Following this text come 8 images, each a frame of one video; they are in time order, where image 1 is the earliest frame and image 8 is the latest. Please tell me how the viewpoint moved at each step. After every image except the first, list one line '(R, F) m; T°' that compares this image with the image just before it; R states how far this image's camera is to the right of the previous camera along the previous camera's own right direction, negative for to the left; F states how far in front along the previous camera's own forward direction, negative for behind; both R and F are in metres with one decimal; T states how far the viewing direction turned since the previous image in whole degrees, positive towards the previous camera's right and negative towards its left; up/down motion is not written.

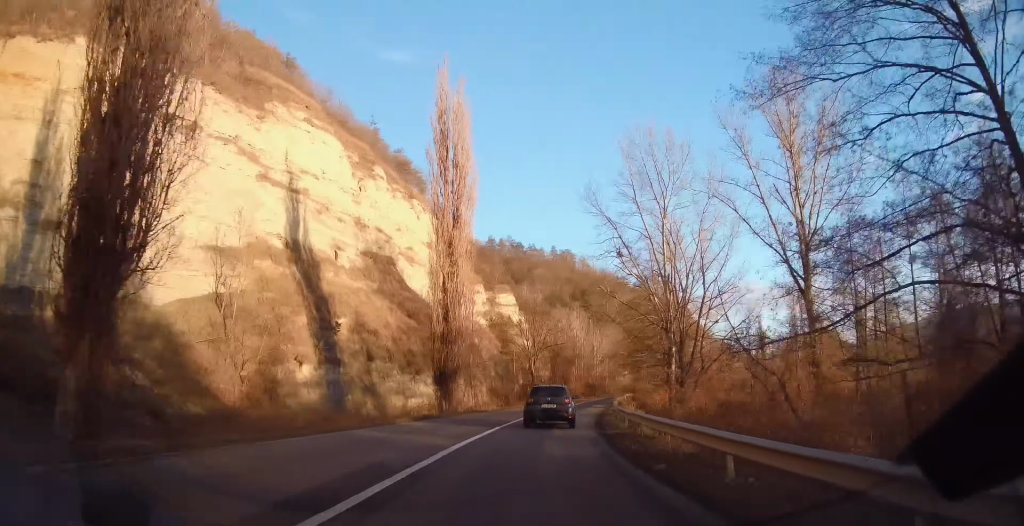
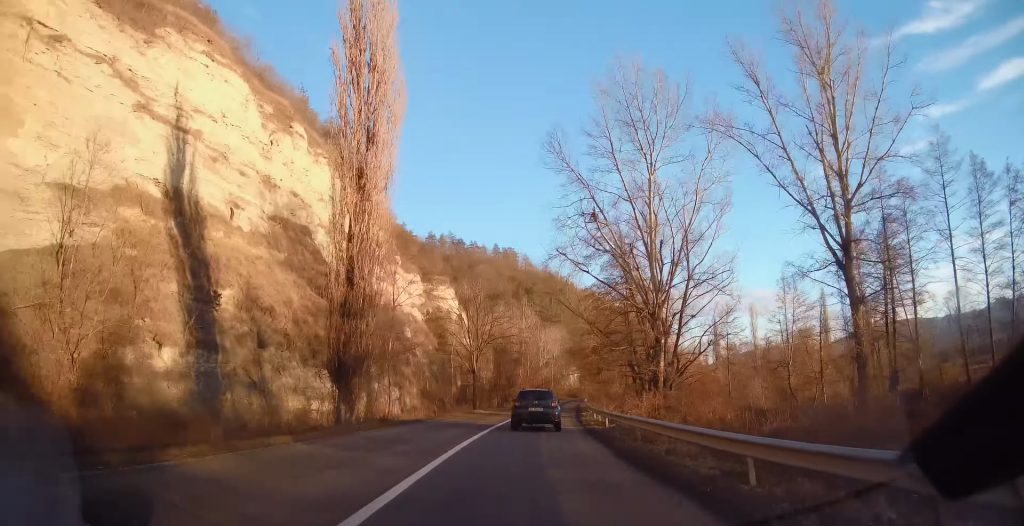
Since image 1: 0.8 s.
(0.0, +12.6) m; +5°
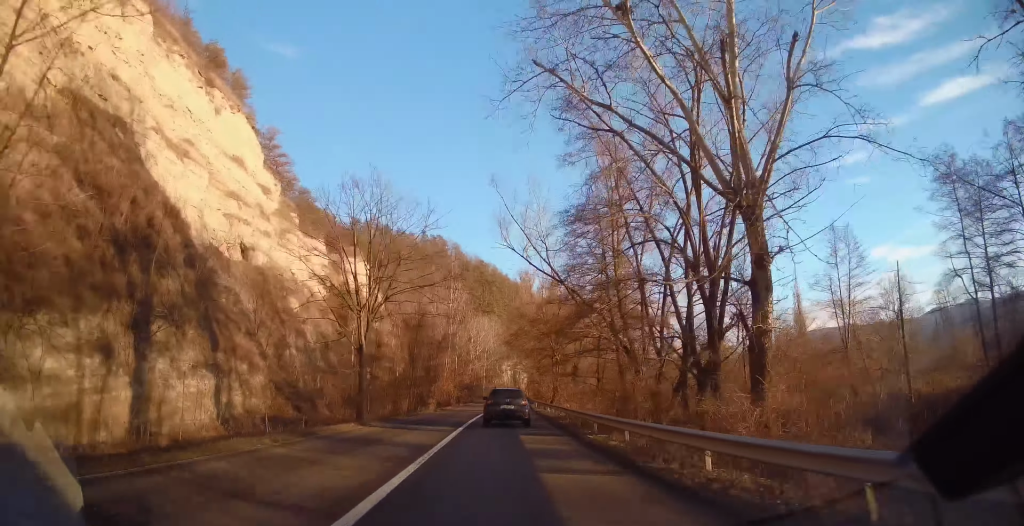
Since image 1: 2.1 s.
(+2.2, +23.5) m; +6°
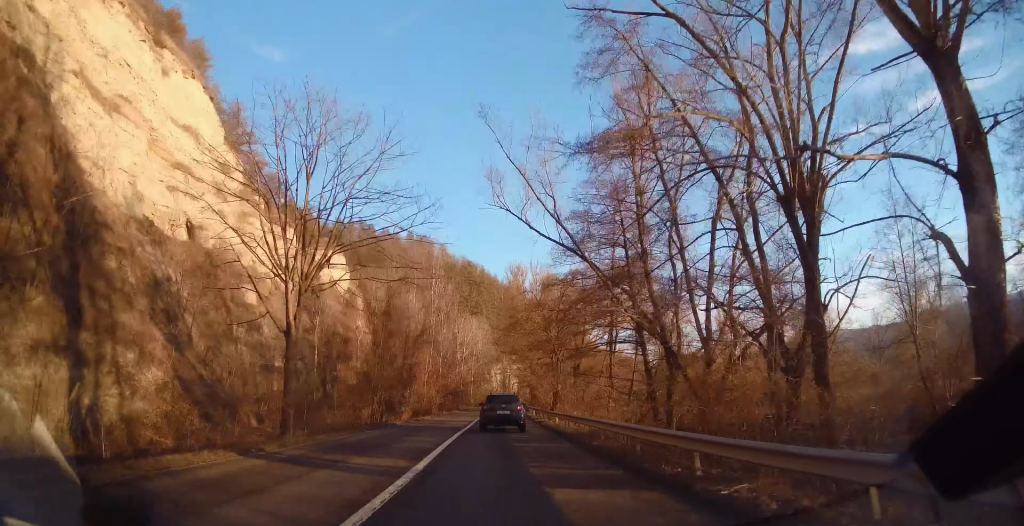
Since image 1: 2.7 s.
(-0.1, +9.5) m; +1°
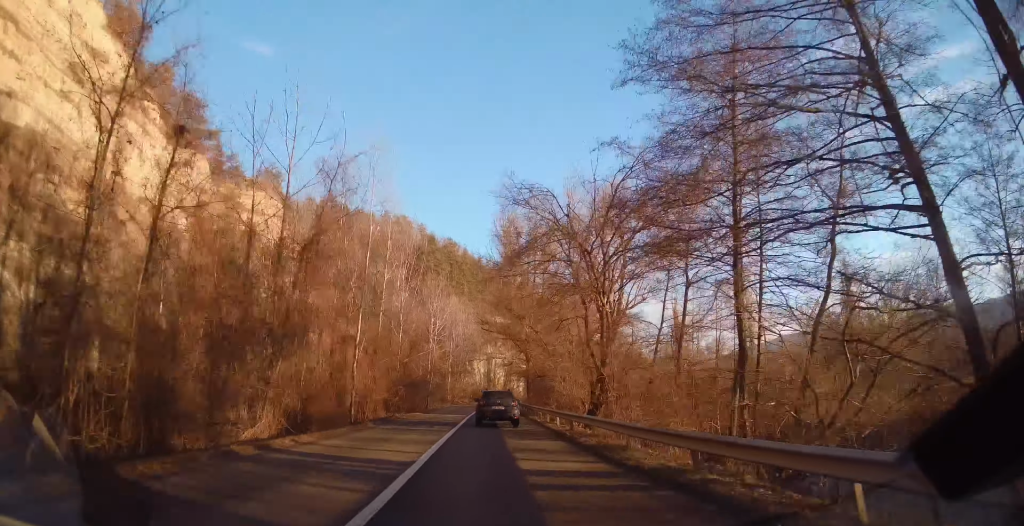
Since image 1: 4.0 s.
(+0.6, +24.3) m; +2°
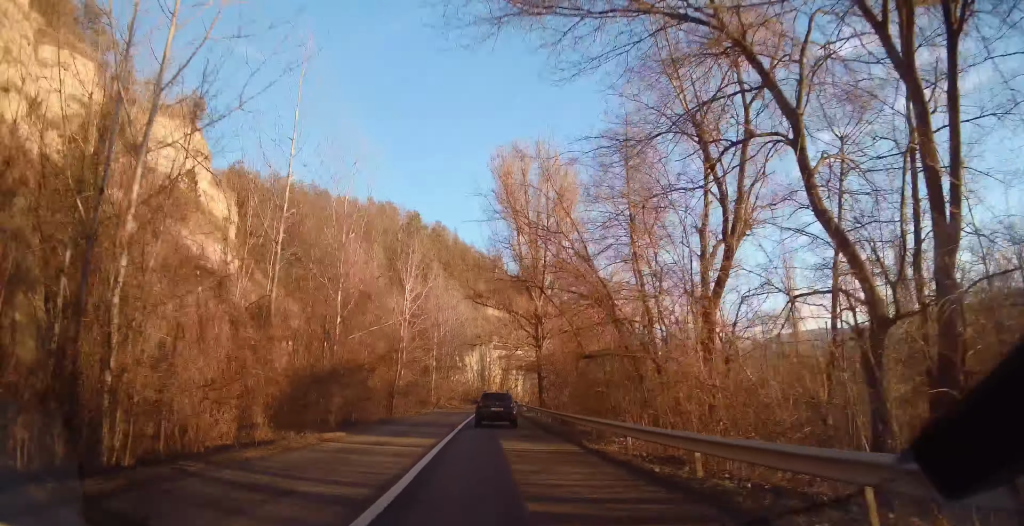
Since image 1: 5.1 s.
(+0.1, +20.2) m; 0°
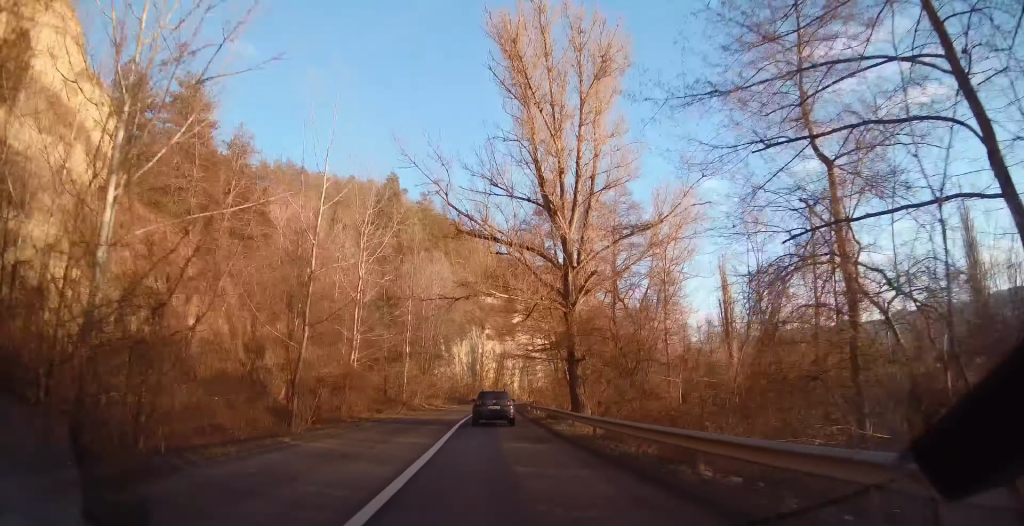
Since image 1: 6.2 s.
(0.0, +19.6) m; +1°
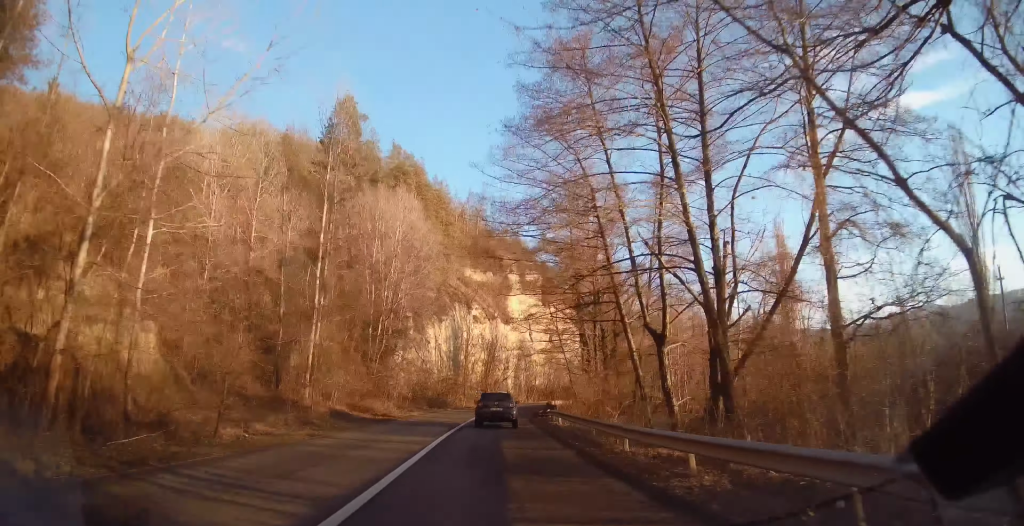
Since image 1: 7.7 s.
(+0.4, +27.7) m; +2°
